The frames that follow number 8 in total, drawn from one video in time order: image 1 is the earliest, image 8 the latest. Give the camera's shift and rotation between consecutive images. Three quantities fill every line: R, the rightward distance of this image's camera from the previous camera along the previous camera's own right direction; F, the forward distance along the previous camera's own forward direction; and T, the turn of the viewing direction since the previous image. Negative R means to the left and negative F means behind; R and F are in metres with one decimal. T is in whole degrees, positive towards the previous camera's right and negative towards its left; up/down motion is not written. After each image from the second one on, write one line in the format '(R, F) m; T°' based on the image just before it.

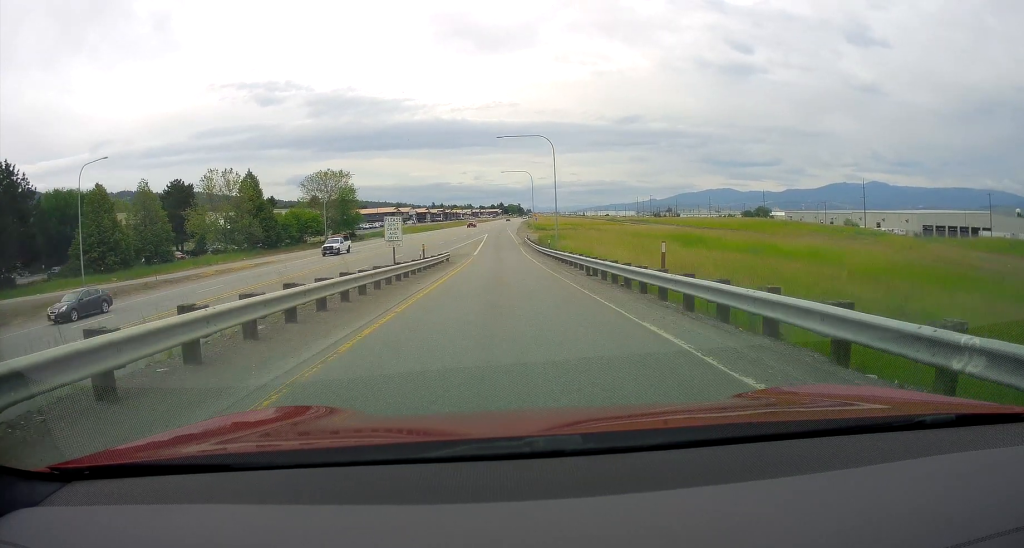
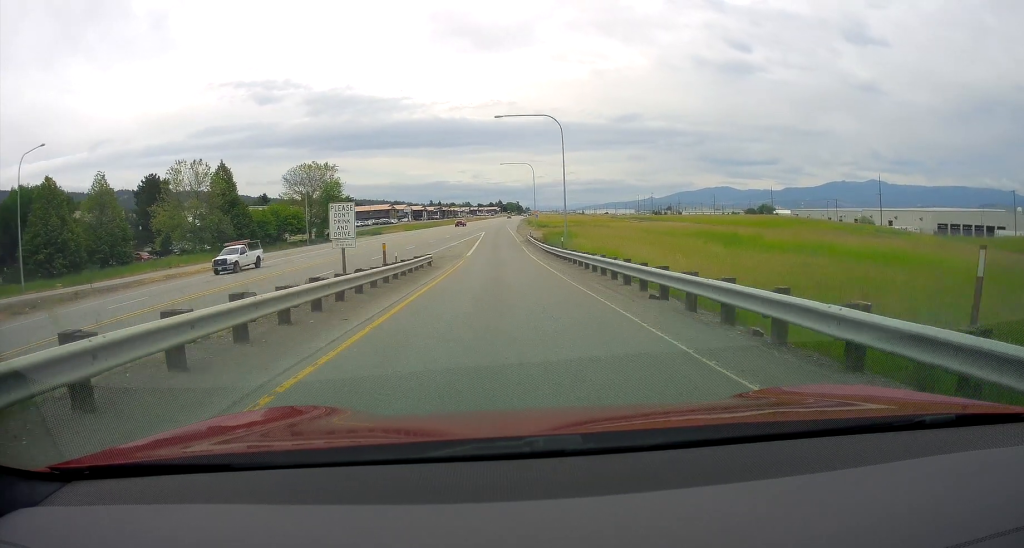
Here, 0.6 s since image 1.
(+0.2, +9.6) m; 0°
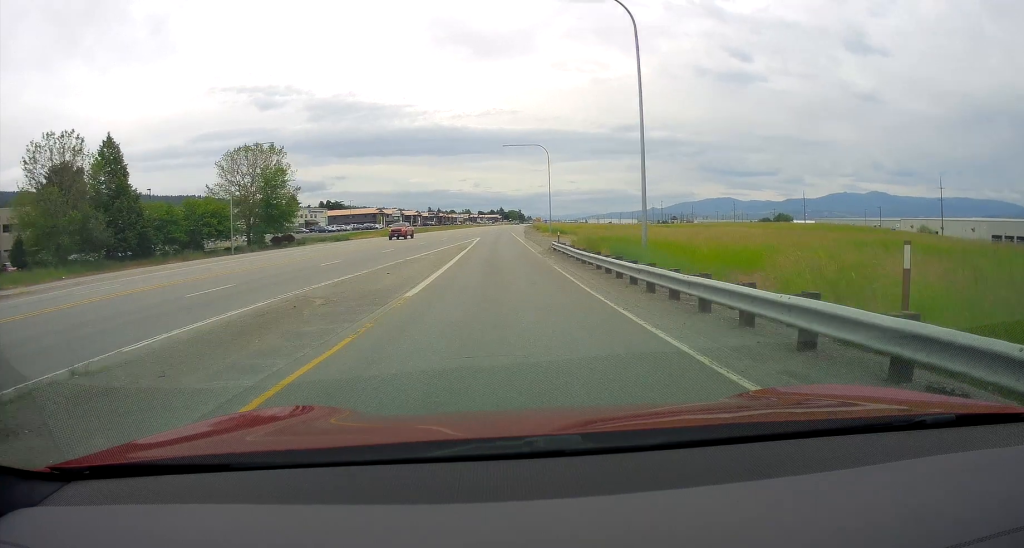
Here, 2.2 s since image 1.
(-0.6, +29.7) m; -2°
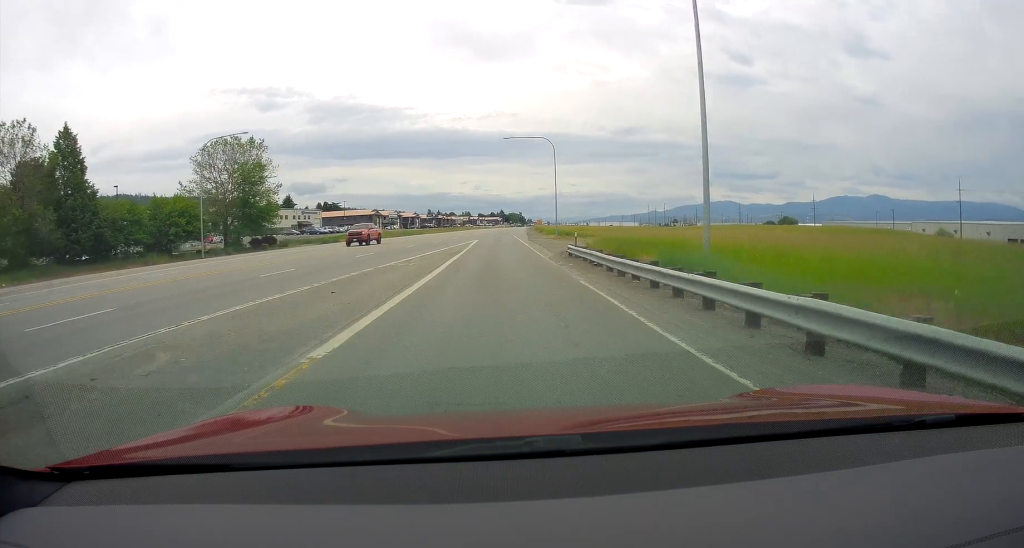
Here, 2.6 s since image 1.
(0.0, +8.0) m; 0°
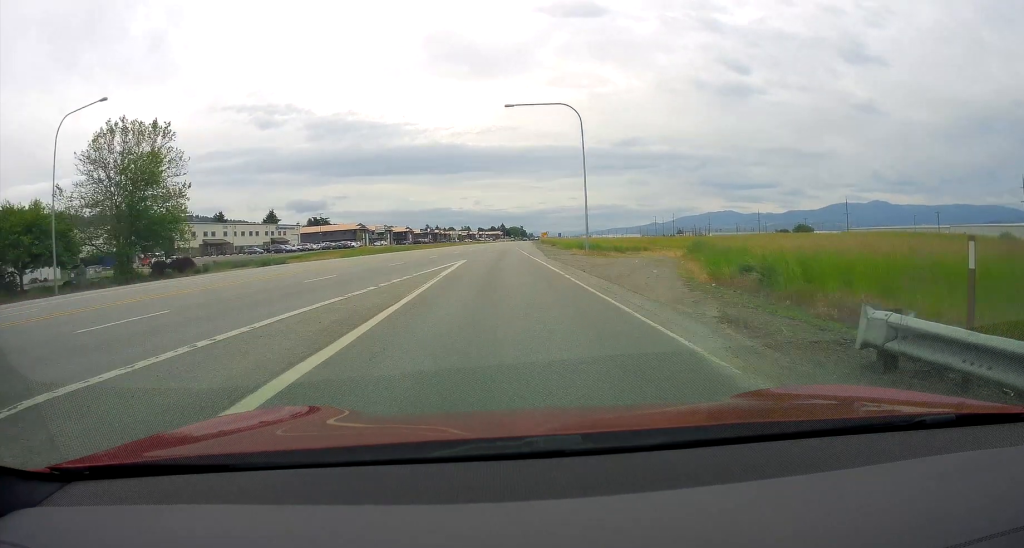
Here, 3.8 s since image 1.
(-0.2, +24.5) m; +1°
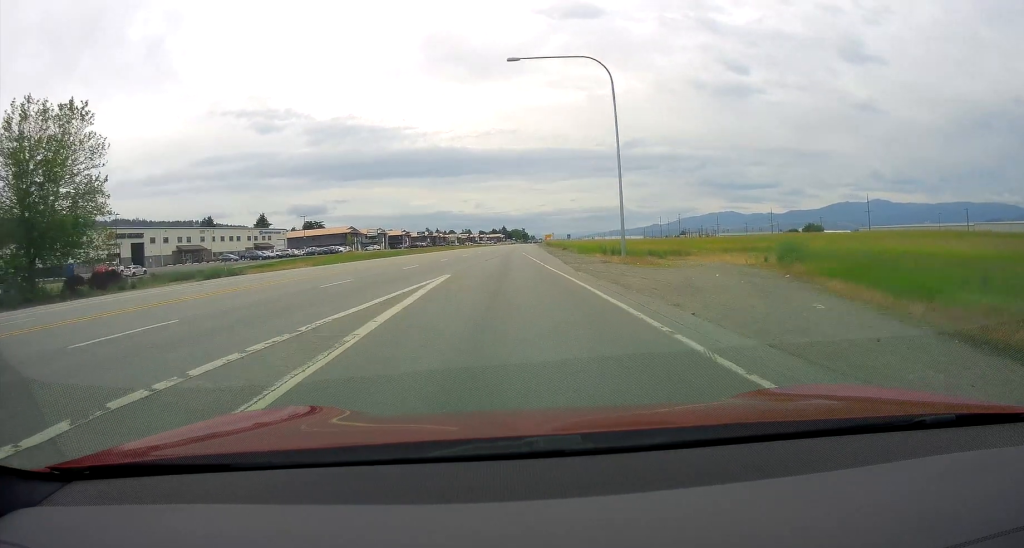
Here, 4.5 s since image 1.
(+0.4, +13.1) m; 0°
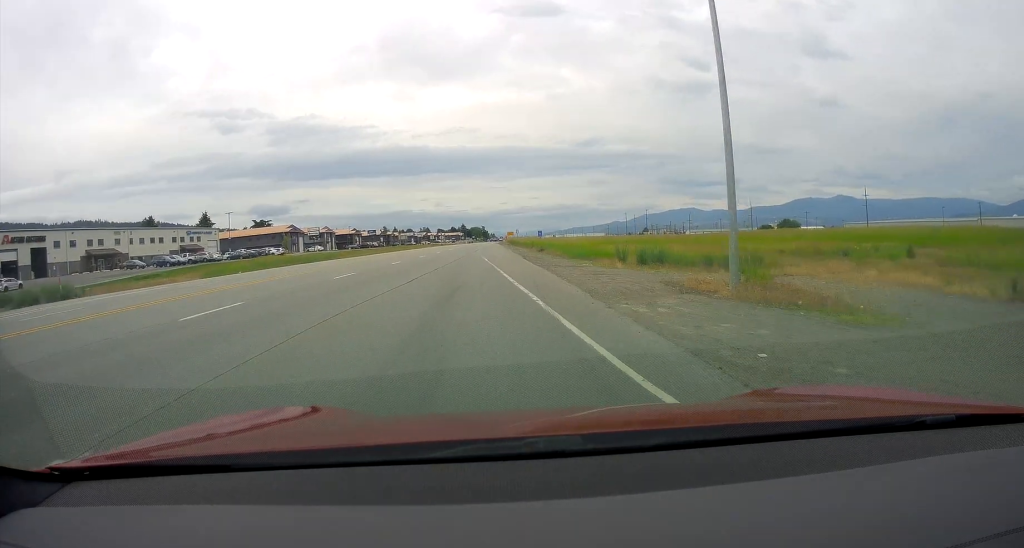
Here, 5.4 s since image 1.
(-0.5, +20.7) m; +1°
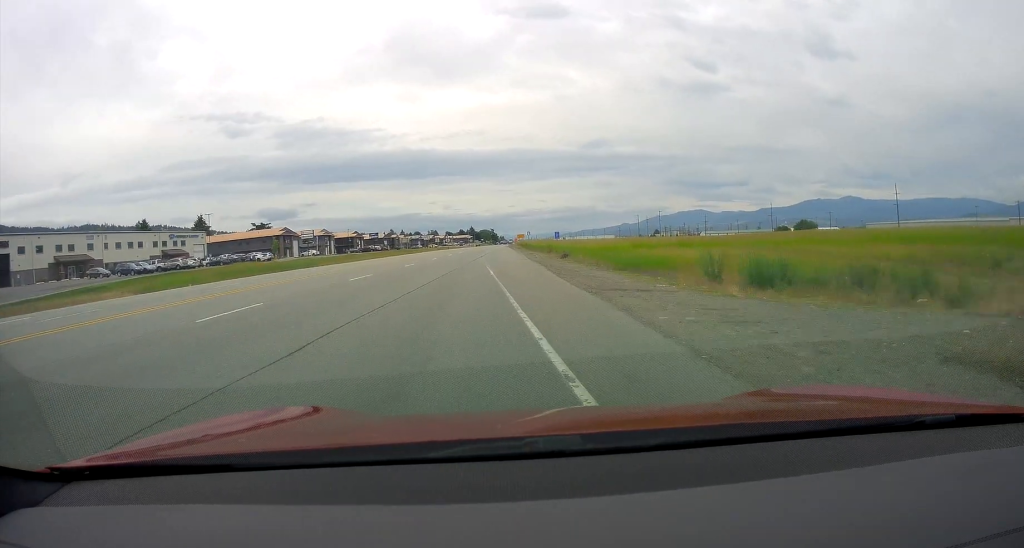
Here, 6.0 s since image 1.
(+0.5, +12.7) m; 0°
